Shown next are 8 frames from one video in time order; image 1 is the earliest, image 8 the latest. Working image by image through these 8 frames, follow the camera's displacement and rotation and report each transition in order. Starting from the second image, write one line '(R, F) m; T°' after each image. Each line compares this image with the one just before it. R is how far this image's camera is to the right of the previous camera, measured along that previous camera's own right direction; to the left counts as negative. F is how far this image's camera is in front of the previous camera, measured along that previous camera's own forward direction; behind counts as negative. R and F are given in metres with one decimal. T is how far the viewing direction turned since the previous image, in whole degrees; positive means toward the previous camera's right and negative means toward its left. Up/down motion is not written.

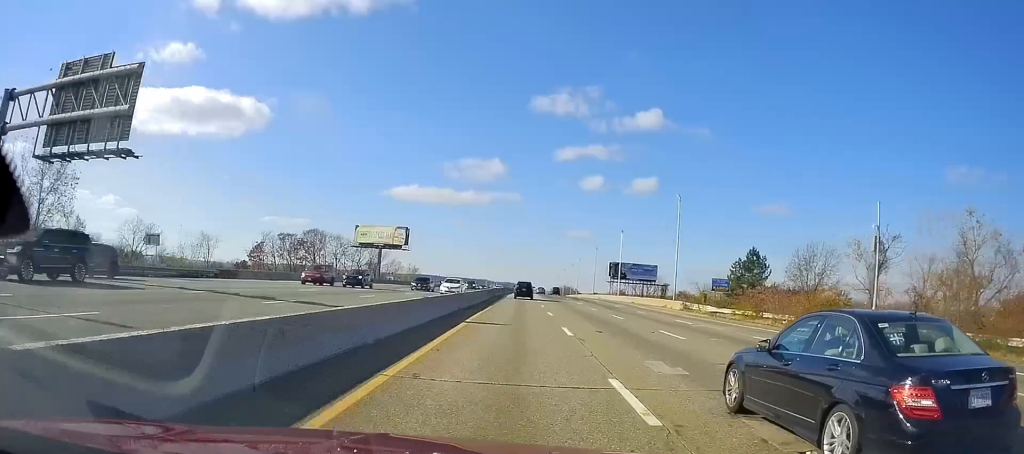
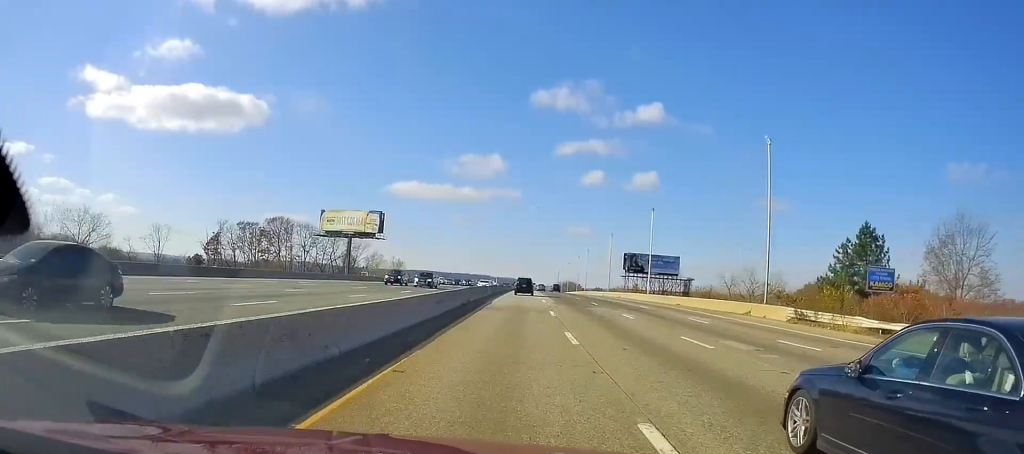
(+0.2, +26.7) m; 0°
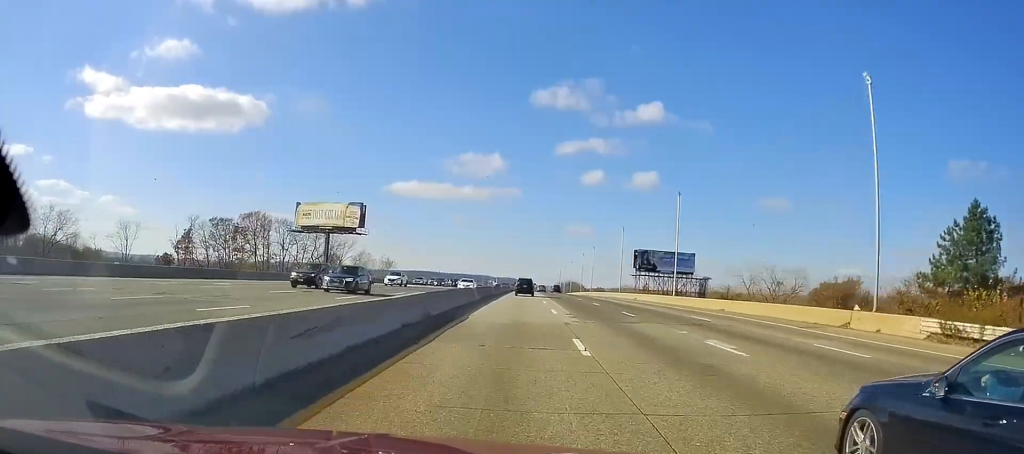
(0.0, +14.4) m; 0°
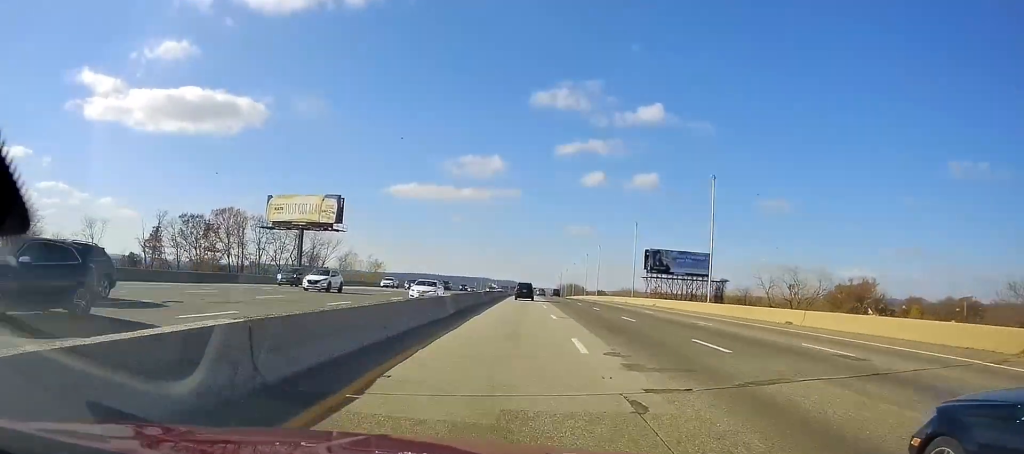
(0.0, +13.3) m; 0°
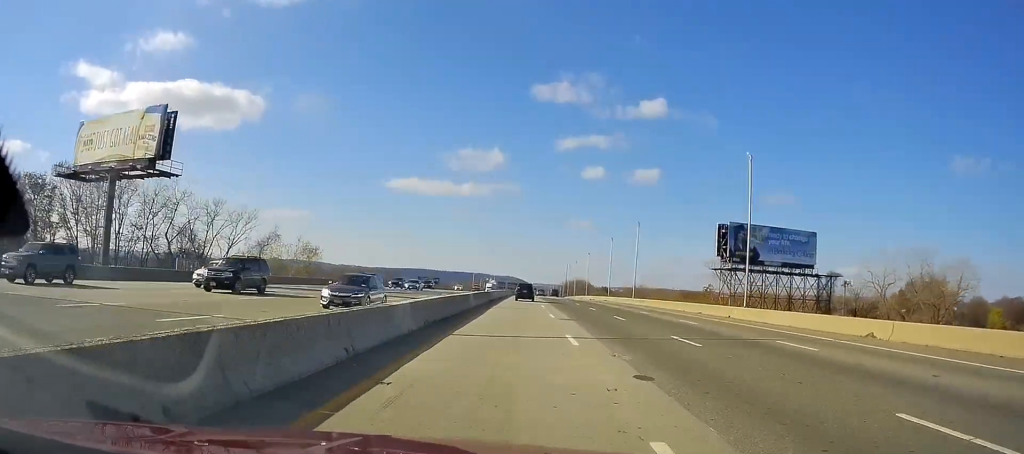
(0.0, +50.0) m; 0°
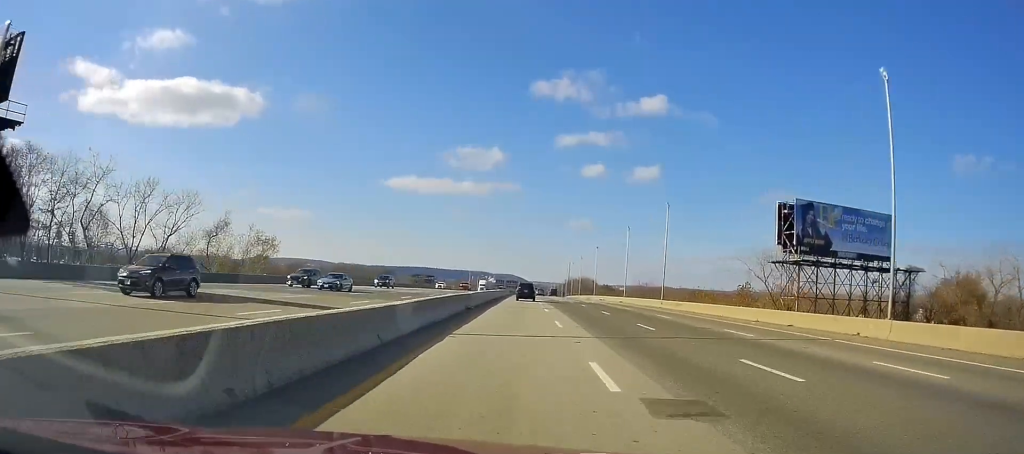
(0.0, +19.9) m; 0°
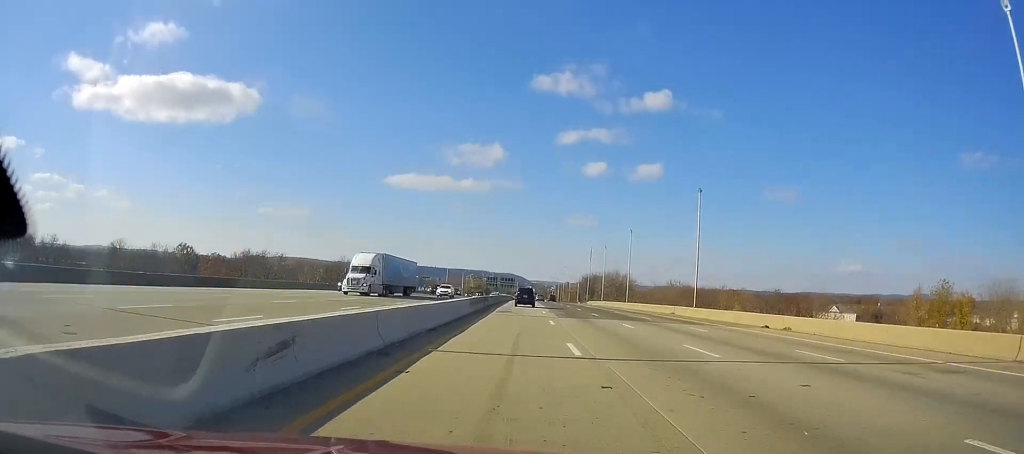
(-0.3, +85.8) m; 0°
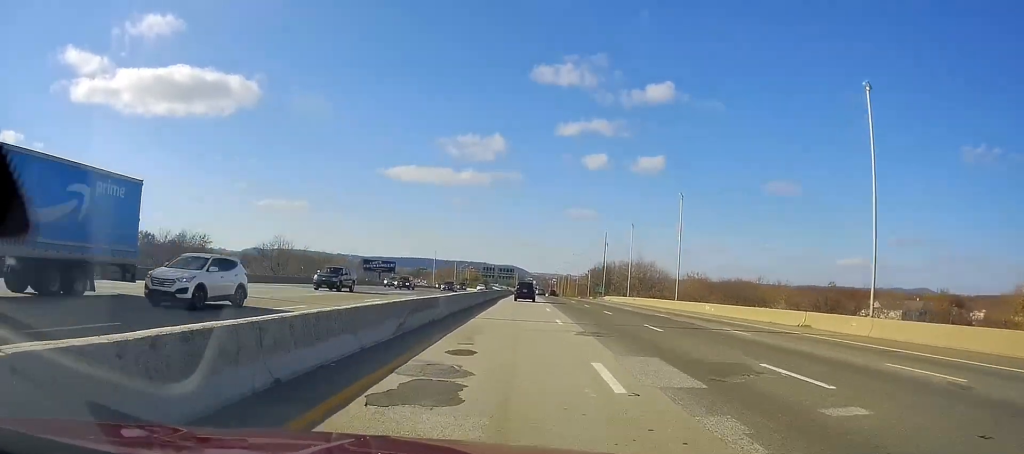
(+0.9, +32.1) m; +1°
